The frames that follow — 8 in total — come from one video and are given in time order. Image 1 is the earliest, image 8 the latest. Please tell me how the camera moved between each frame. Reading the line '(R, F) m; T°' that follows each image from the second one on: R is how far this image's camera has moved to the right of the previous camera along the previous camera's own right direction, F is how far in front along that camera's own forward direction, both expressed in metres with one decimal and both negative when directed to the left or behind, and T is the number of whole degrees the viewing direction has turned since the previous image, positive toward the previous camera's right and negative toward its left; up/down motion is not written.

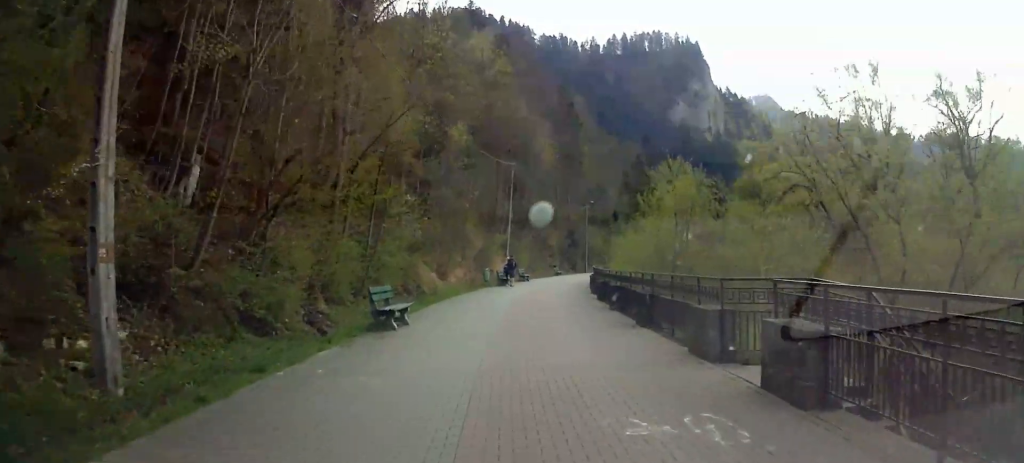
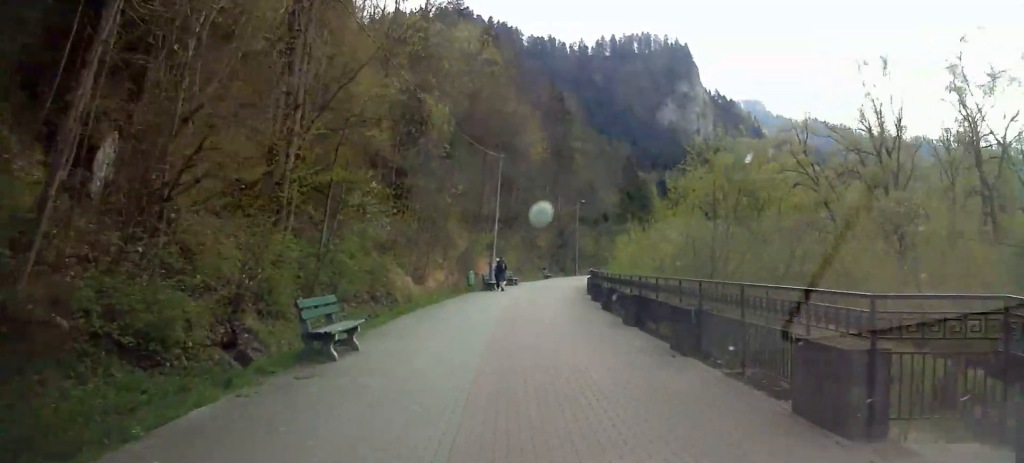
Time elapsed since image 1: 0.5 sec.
(+0.1, +4.4) m; 0°
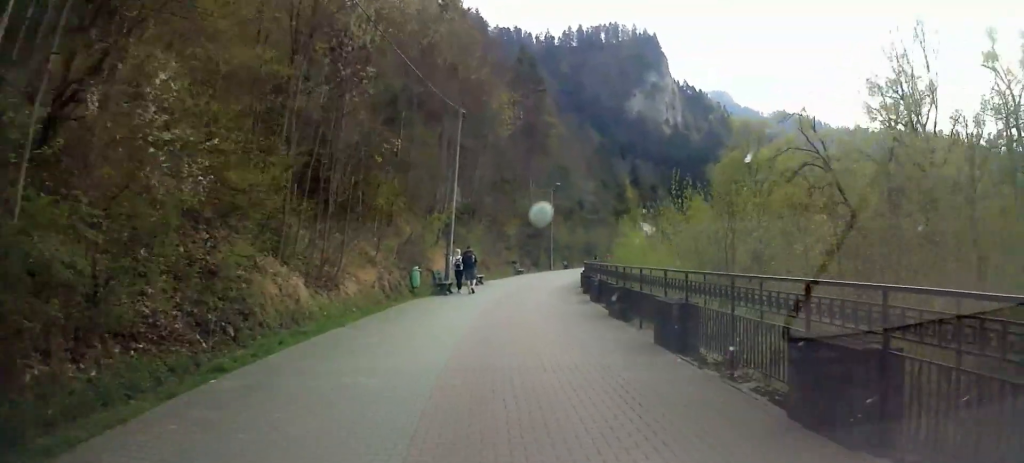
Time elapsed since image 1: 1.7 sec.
(-0.3, +11.3) m; -1°
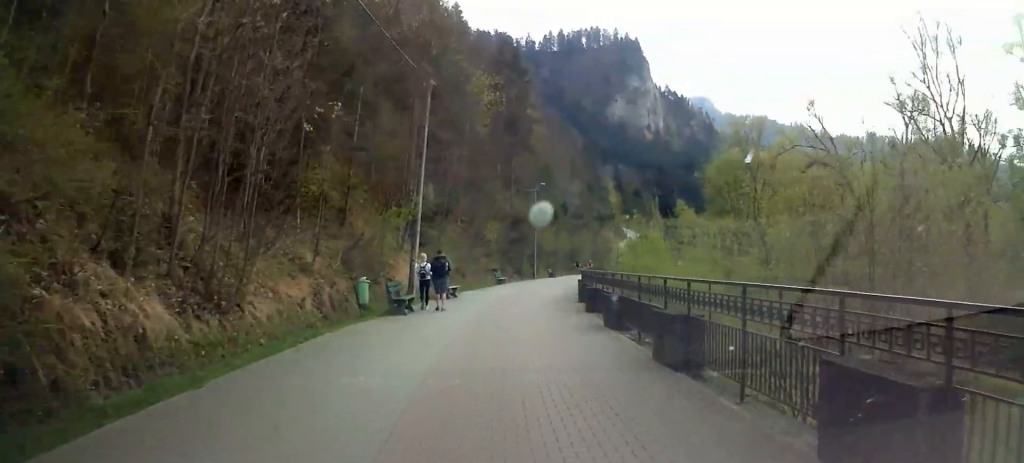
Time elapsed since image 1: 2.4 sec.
(0.0, +6.4) m; 0°
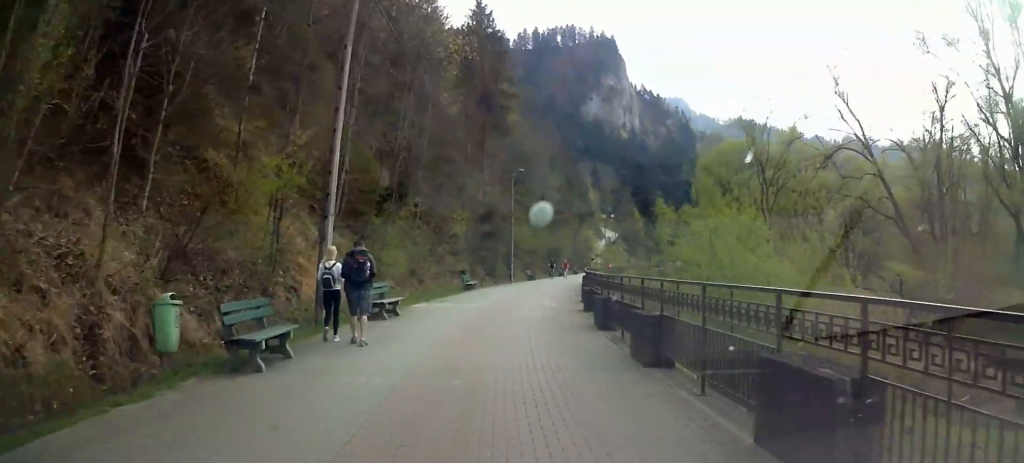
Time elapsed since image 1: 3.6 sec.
(+0.1, +9.9) m; +1°
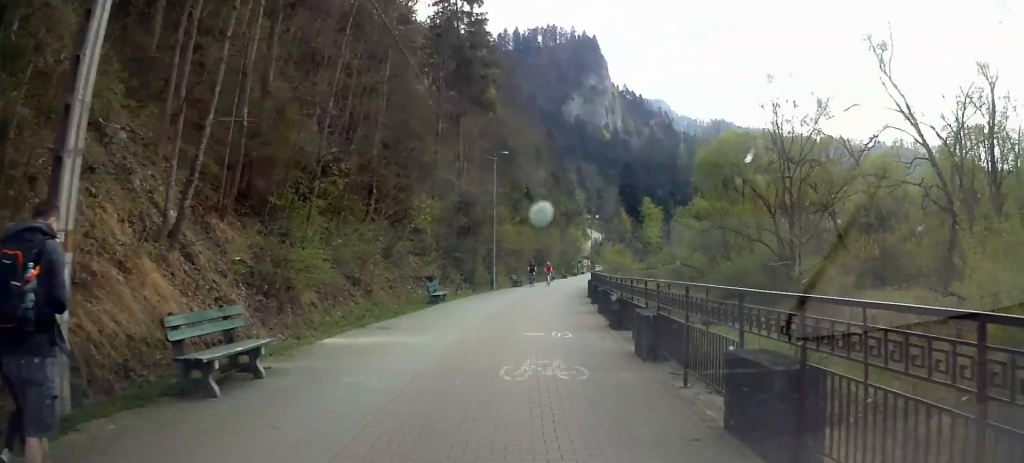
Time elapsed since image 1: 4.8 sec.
(0.0, +9.3) m; 0°
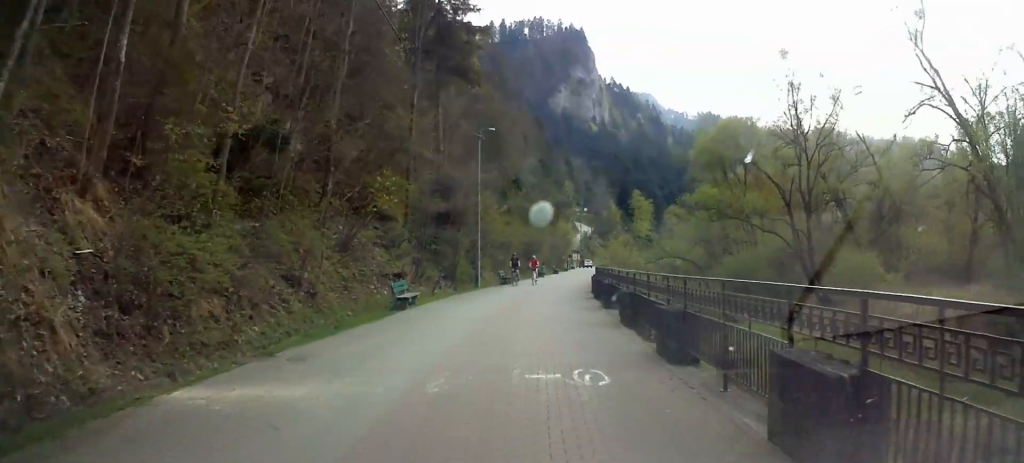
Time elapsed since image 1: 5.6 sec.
(0.0, +5.6) m; +1°
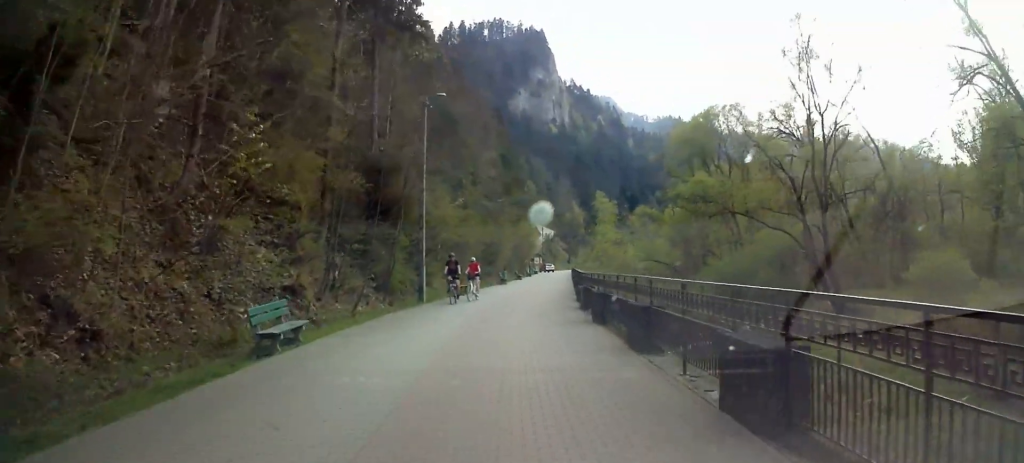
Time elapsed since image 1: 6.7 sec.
(+0.5, +8.7) m; +9°
